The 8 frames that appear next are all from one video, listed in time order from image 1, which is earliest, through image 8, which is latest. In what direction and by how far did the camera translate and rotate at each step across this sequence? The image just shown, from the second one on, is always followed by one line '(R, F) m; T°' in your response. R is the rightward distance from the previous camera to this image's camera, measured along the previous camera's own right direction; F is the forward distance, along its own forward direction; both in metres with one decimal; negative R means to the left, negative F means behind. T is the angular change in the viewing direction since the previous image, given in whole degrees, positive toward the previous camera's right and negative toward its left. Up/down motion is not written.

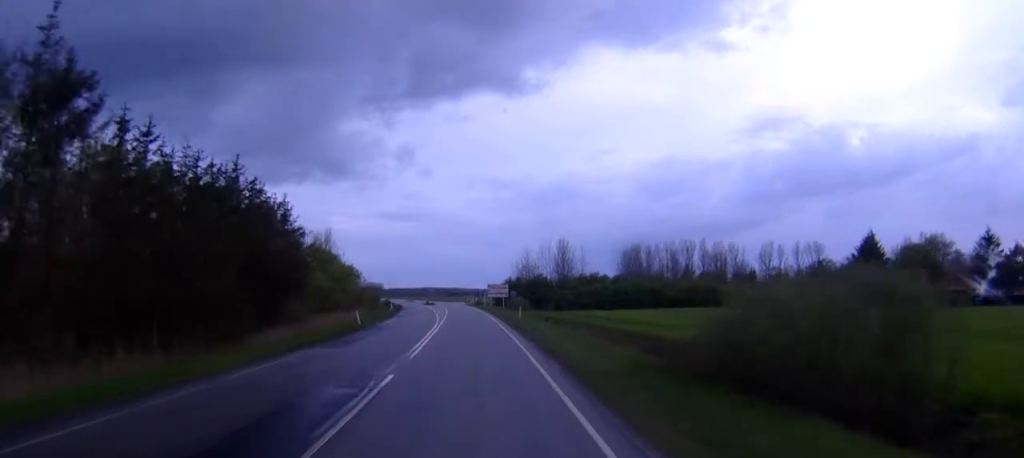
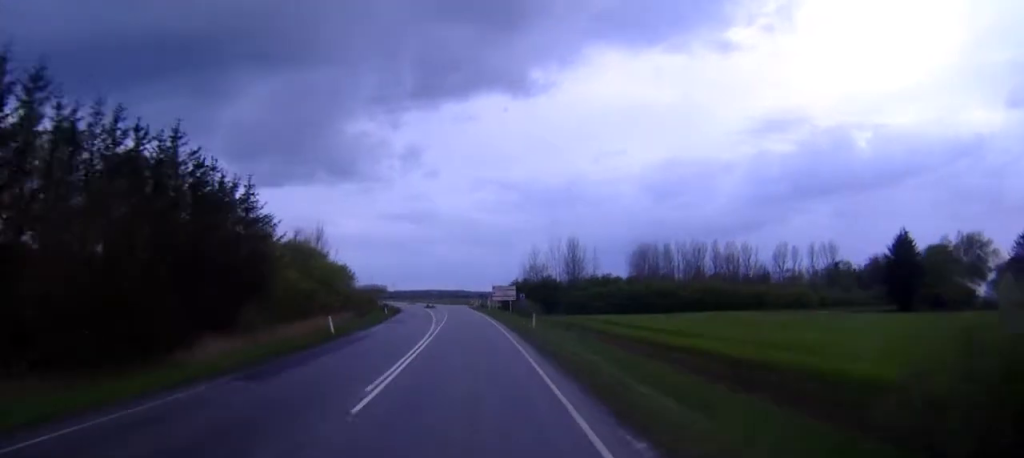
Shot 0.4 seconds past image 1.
(0.0, +9.5) m; 0°
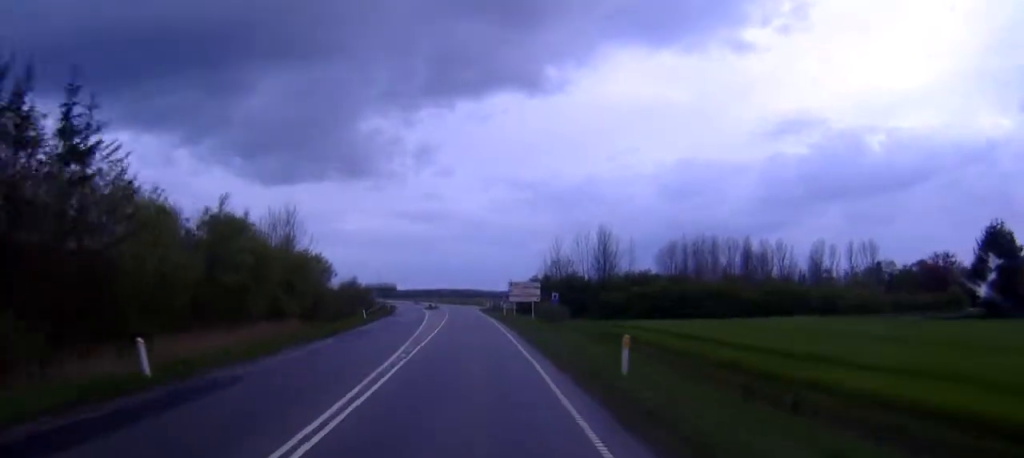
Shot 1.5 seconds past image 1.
(-0.3, +22.6) m; -1°
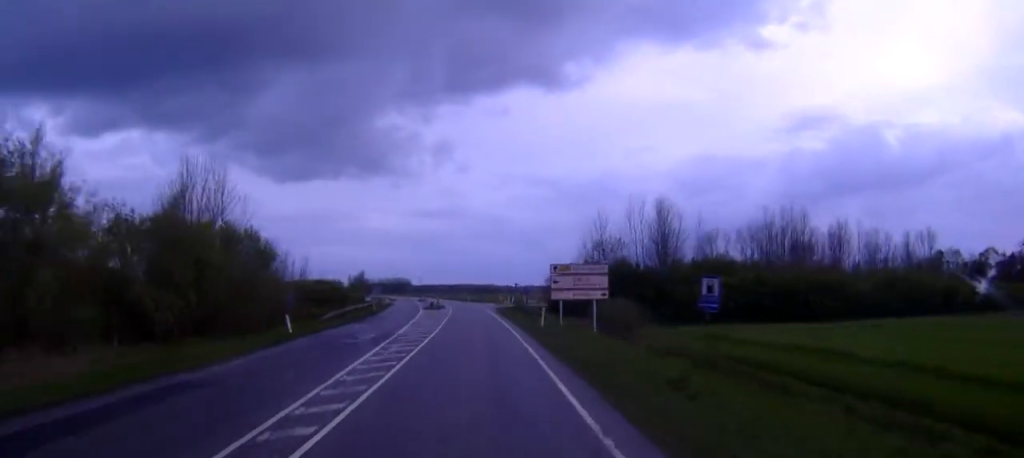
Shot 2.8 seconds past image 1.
(-0.3, +29.1) m; -1°
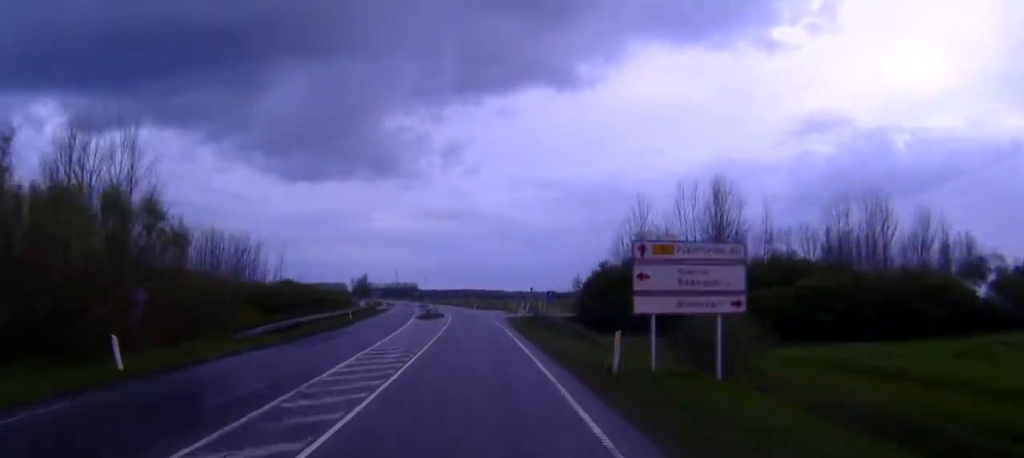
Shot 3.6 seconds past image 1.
(-0.1, +18.1) m; 0°
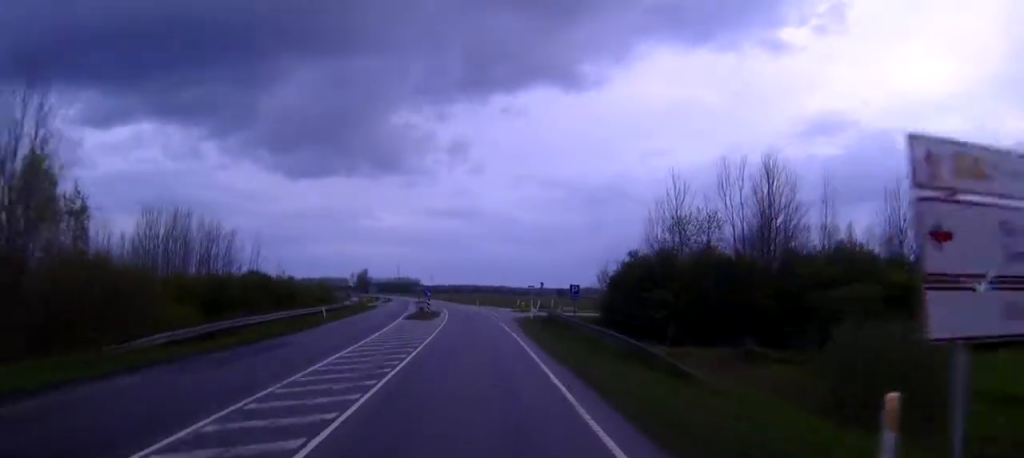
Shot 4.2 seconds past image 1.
(0.0, +11.5) m; 0°
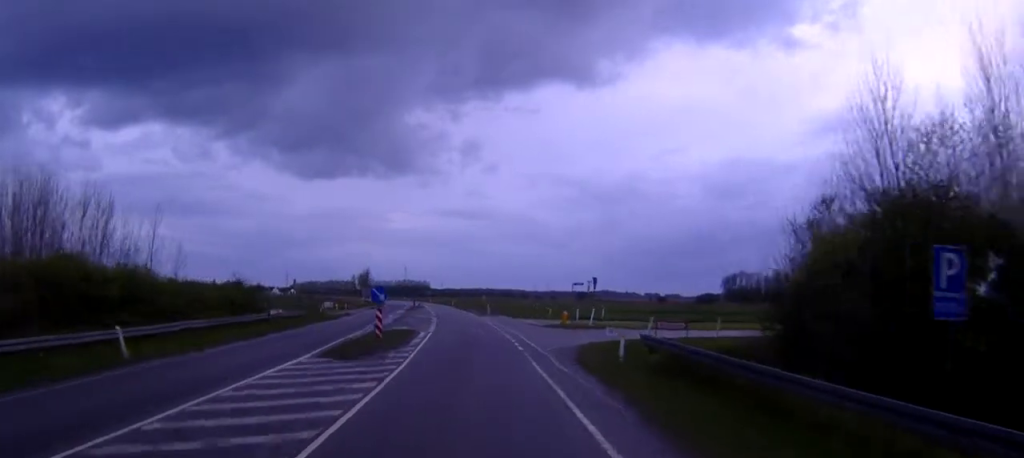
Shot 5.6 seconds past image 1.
(-0.4, +30.7) m; -2°
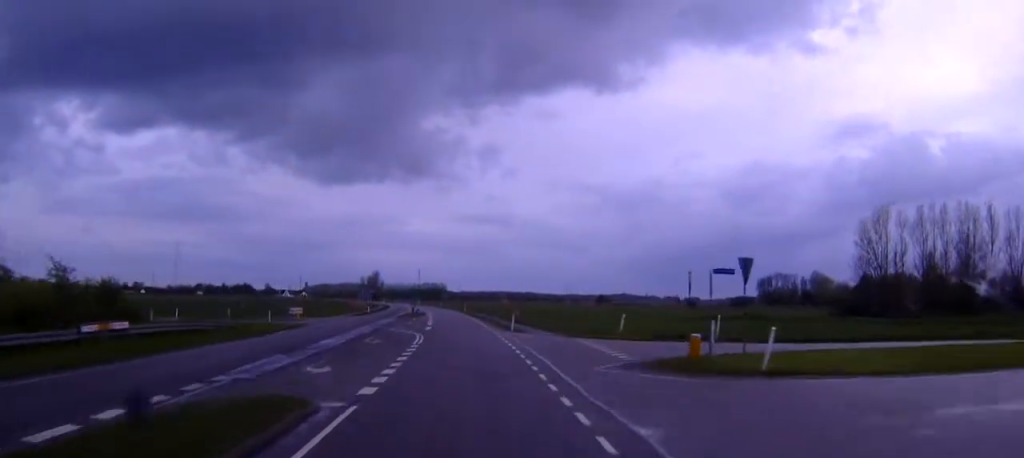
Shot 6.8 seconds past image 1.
(-0.3, +24.9) m; -1°
